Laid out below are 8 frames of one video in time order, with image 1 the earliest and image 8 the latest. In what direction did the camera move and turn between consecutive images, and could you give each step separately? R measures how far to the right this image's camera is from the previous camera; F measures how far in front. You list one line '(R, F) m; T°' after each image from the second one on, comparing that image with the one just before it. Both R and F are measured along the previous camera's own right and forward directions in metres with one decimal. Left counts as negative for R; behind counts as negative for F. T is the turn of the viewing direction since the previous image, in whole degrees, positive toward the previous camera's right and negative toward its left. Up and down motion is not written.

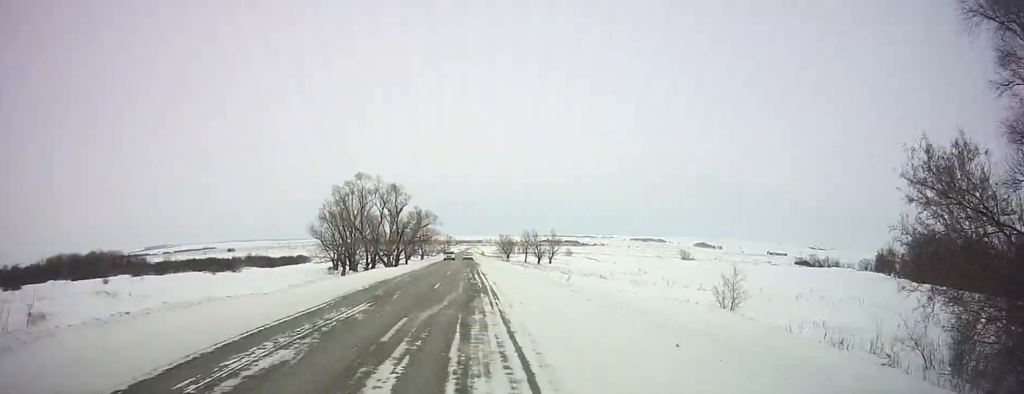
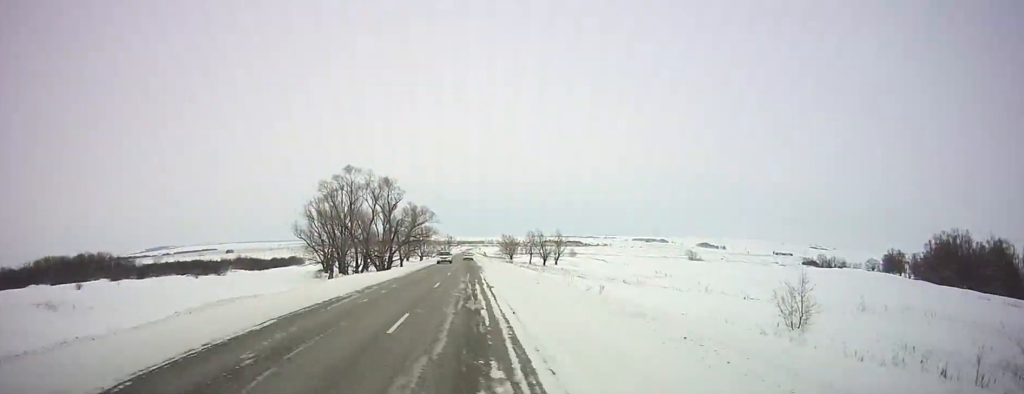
(0.0, +11.3) m; 0°
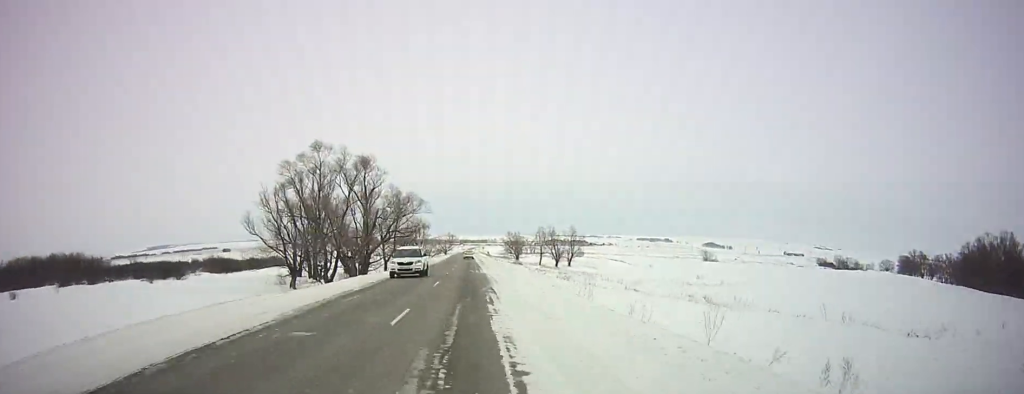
(-0.1, +22.8) m; 0°
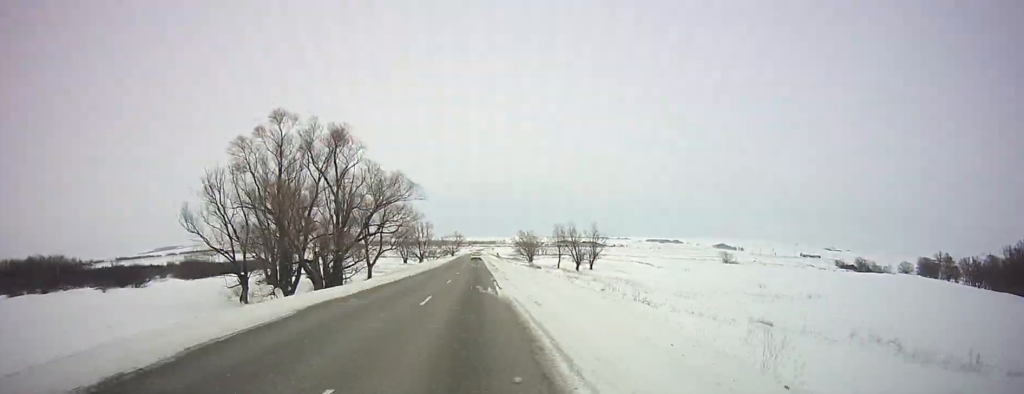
(-0.1, +20.3) m; 0°
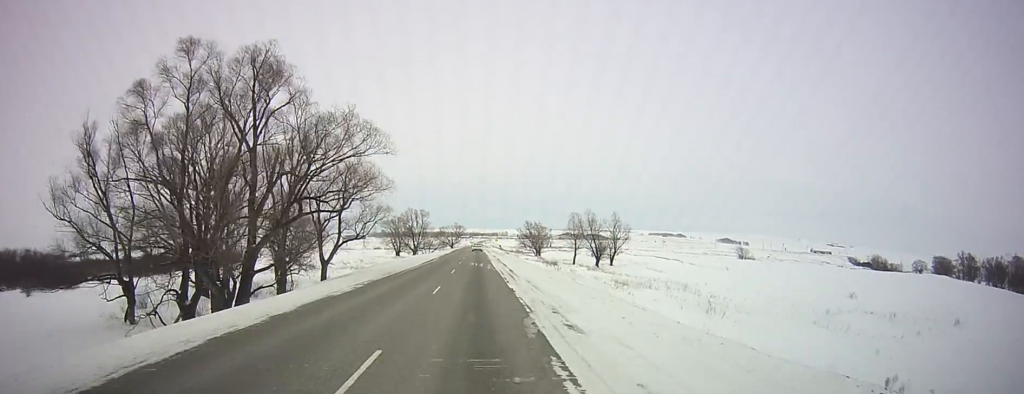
(-0.1, +22.2) m; -1°
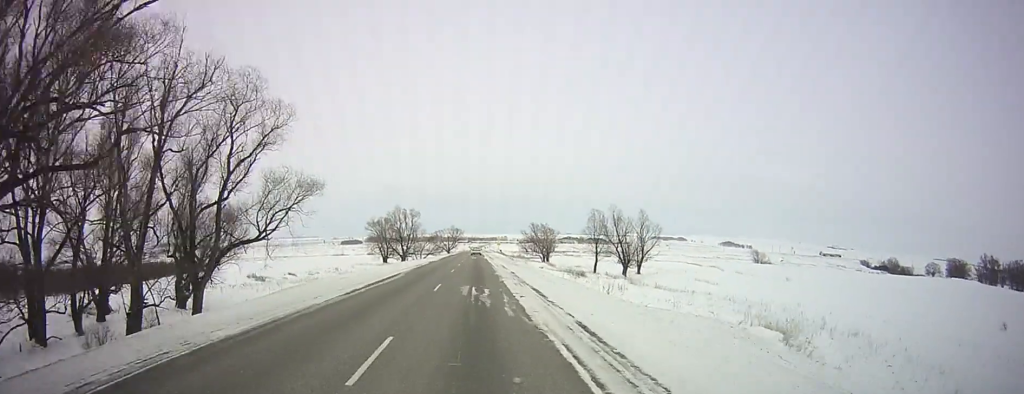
(-0.2, +23.3) m; 0°
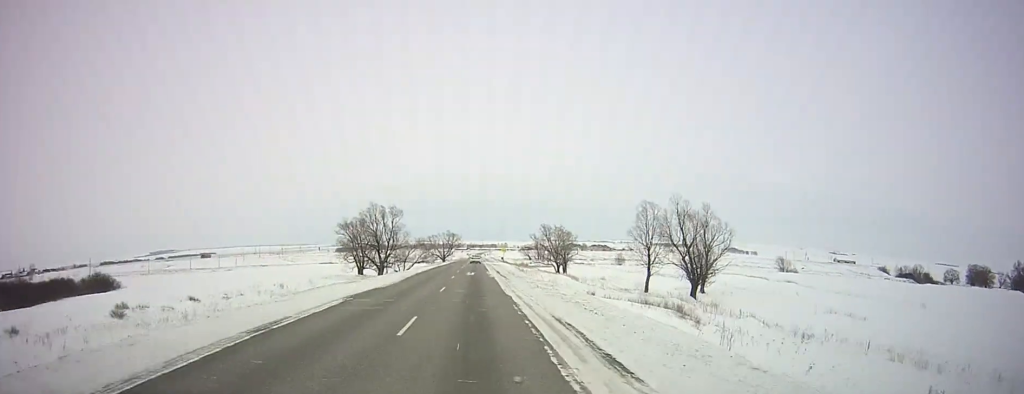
(0.0, +32.4) m; 0°
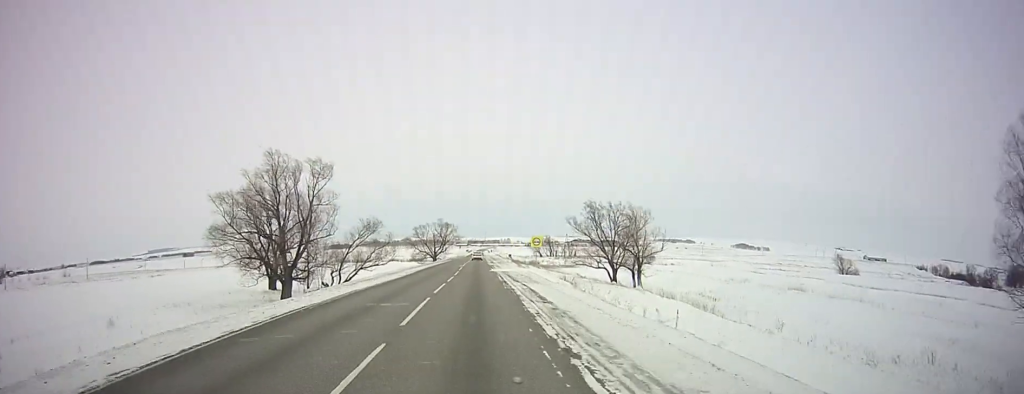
(+0.3, +56.2) m; 0°
